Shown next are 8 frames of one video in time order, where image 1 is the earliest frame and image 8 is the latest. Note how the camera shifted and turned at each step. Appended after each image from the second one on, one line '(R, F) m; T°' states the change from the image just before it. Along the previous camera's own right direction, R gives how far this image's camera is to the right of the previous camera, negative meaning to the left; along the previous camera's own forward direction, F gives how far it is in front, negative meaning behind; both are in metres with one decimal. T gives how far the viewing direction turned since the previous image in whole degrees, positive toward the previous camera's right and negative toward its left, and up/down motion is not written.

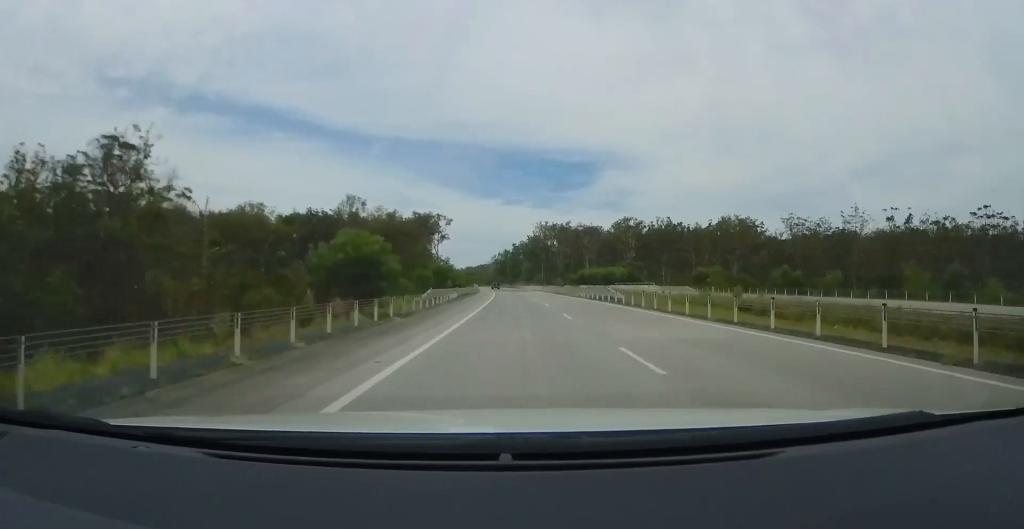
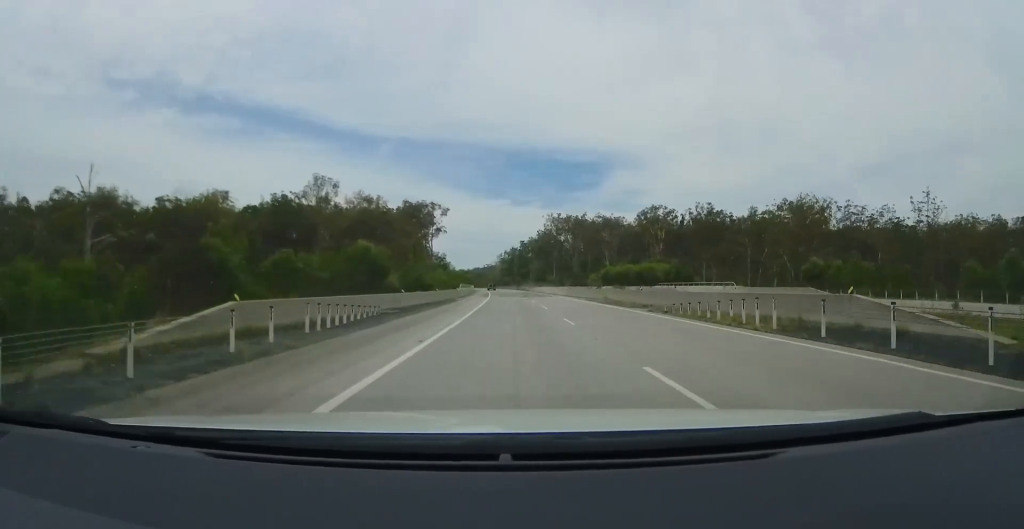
(+0.1, +37.3) m; 0°
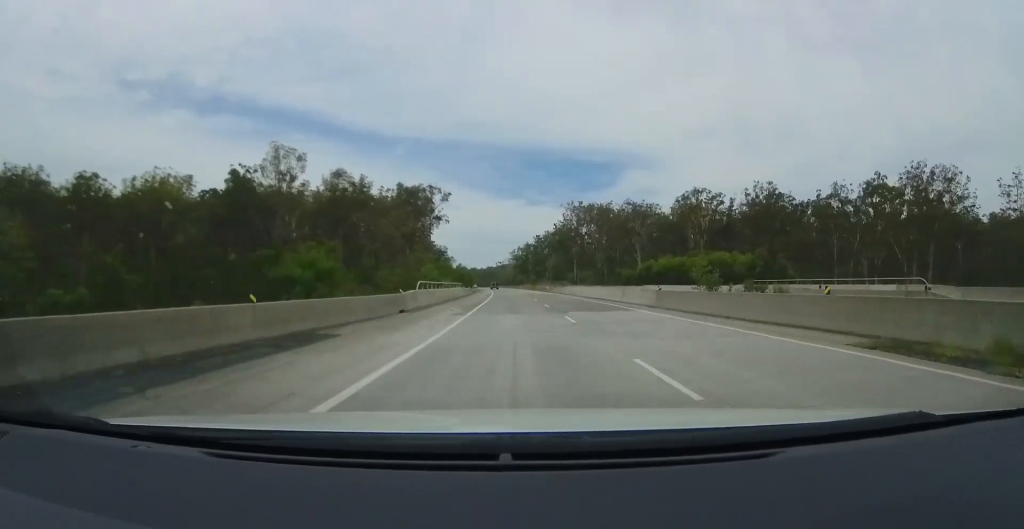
(+0.3, +33.8) m; 0°
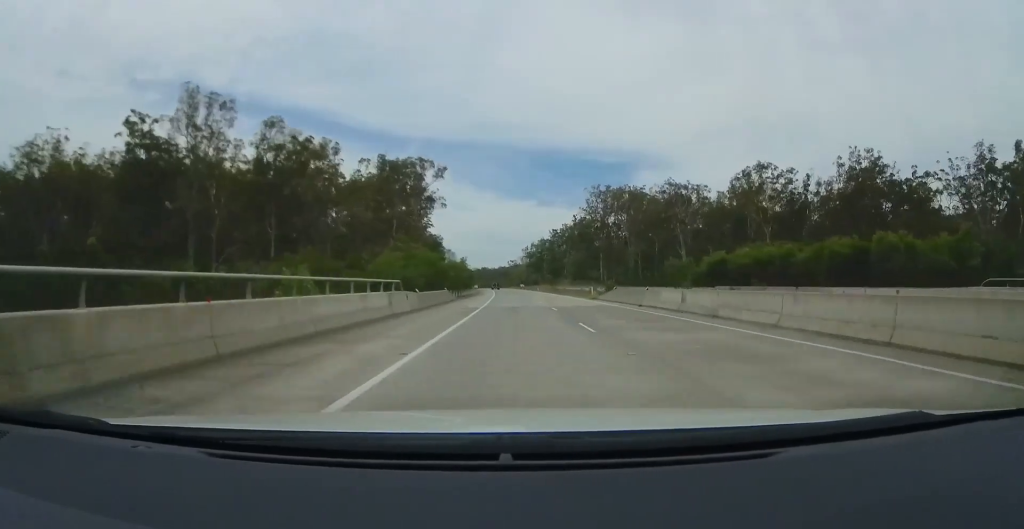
(-0.7, +38.8) m; -2°
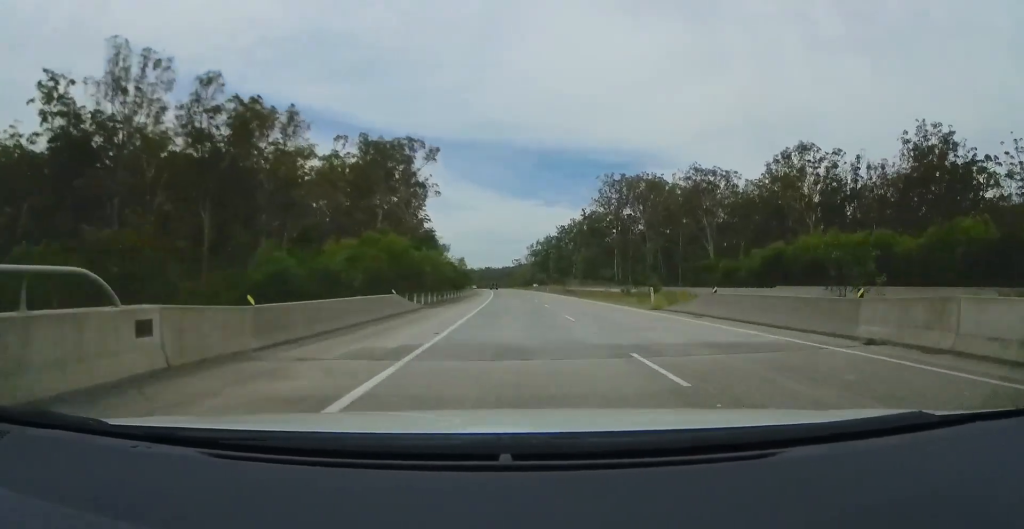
(-0.1, +19.4) m; -1°
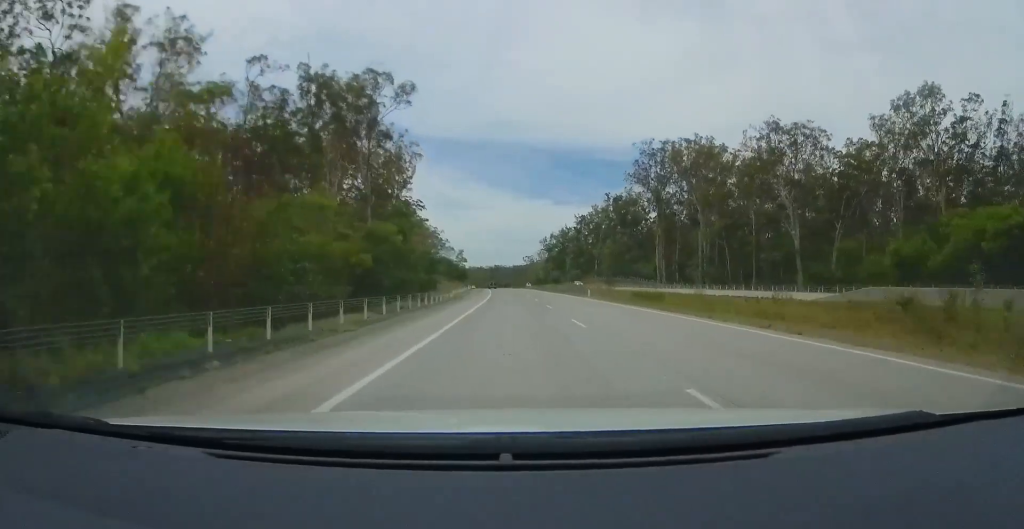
(-0.7, +38.7) m; -1°
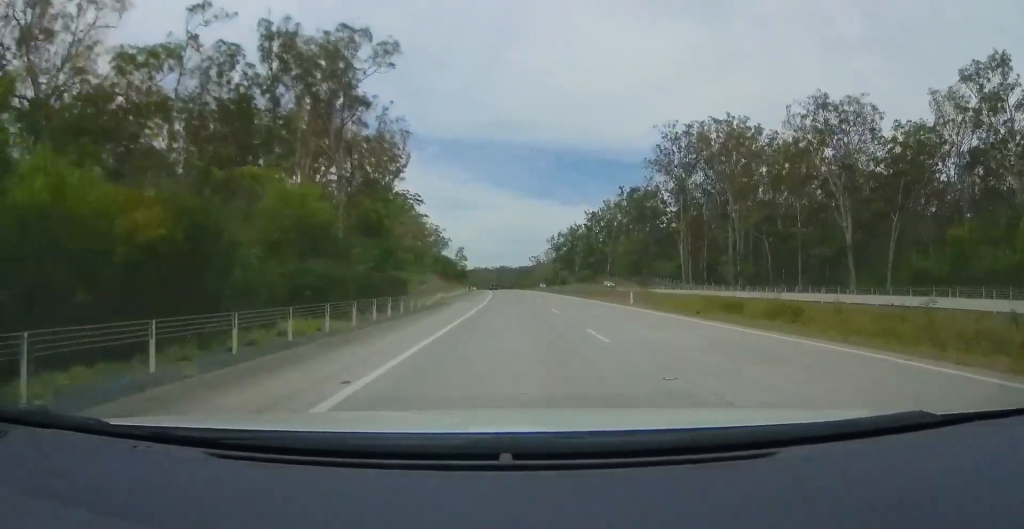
(+0.1, +14.5) m; 0°
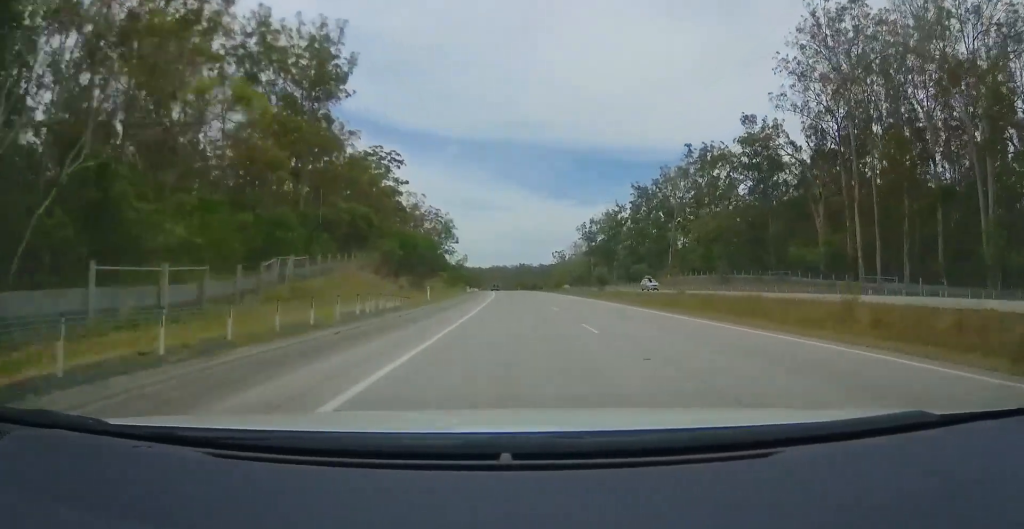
(-0.9, +56.8) m; -2°
